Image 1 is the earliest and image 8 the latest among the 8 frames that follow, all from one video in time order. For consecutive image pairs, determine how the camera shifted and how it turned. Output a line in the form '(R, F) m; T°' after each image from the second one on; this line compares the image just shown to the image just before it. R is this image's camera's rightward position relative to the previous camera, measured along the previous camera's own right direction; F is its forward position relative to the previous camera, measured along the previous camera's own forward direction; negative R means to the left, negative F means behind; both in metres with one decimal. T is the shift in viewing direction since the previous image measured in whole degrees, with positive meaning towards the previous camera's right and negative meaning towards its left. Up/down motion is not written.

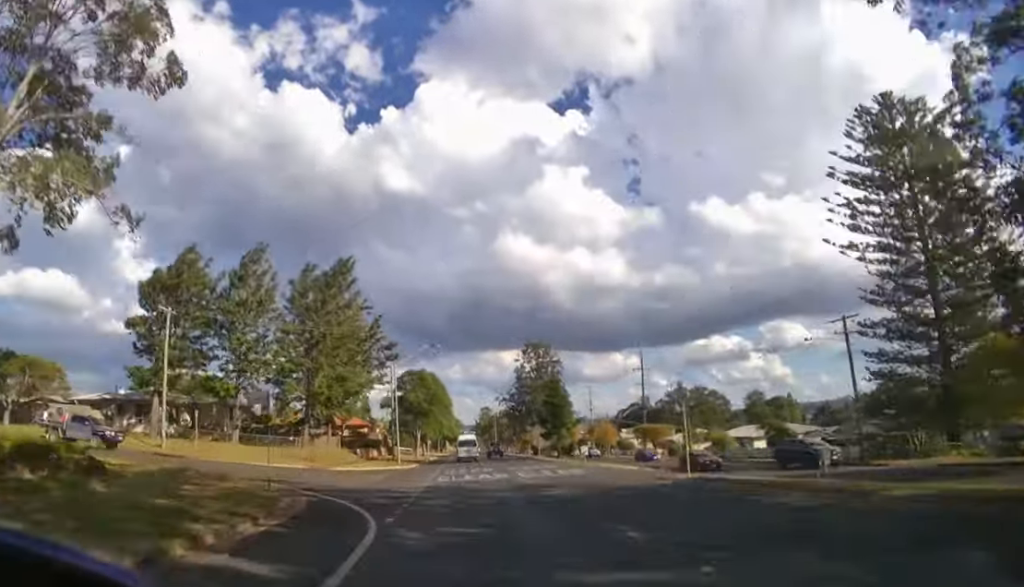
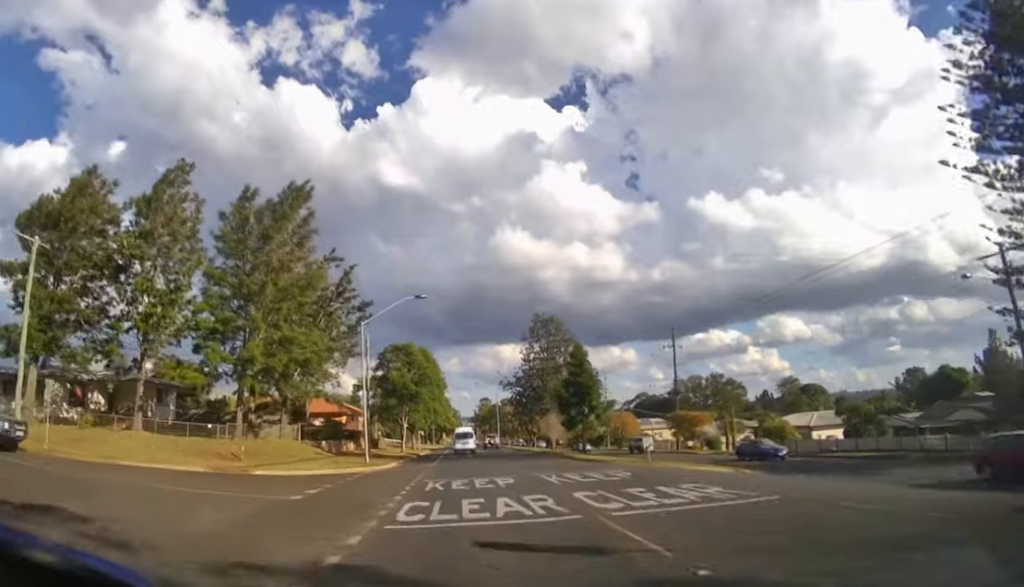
(0.0, +11.9) m; 0°
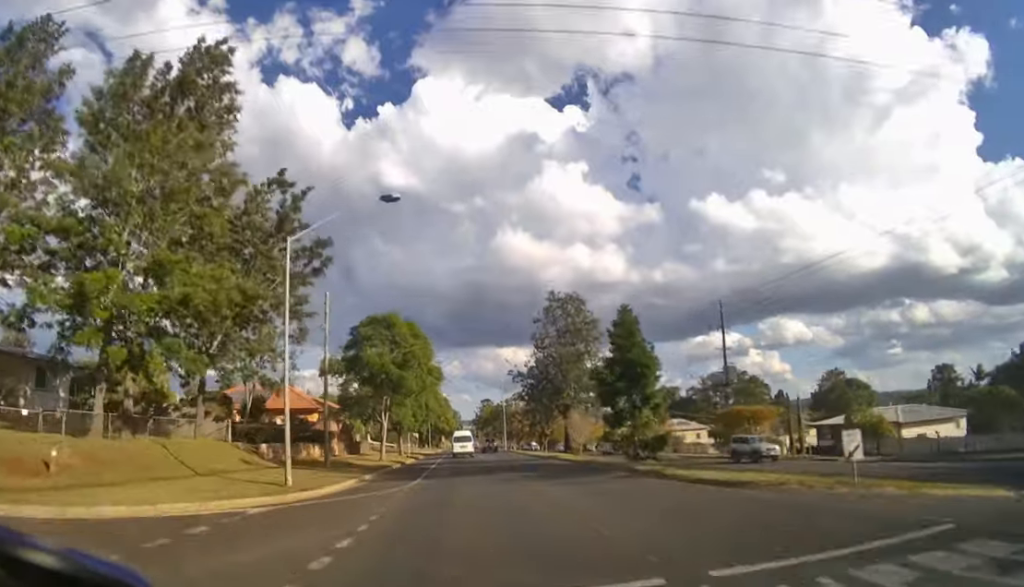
(0.0, +12.6) m; 0°
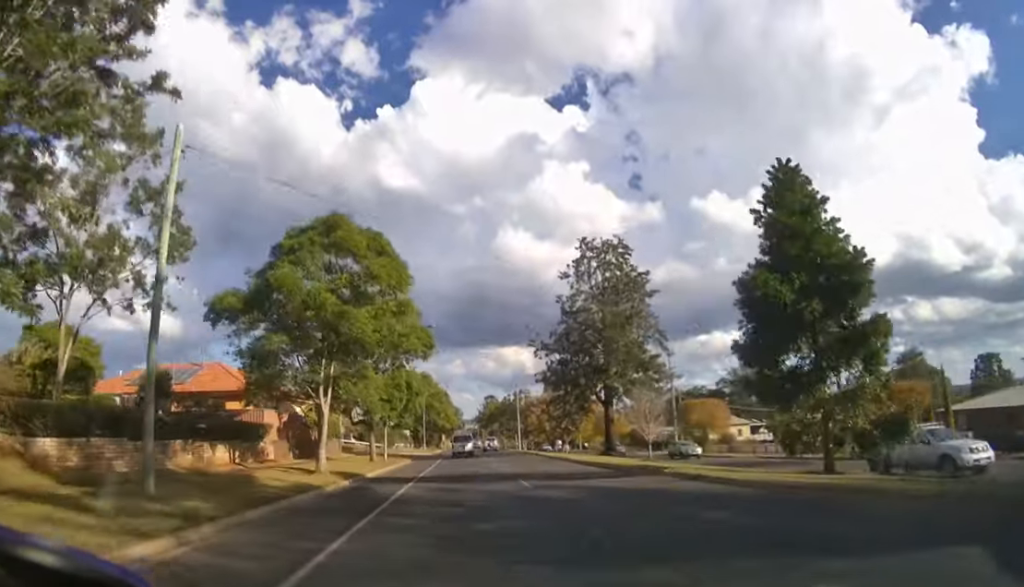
(-0.1, +17.3) m; 0°
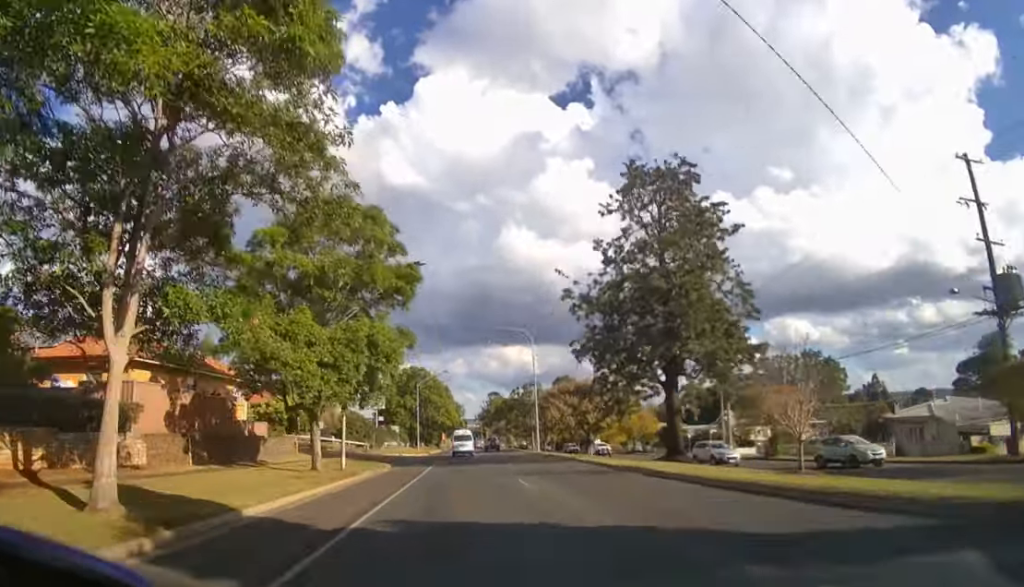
(0.0, +13.9) m; 0°
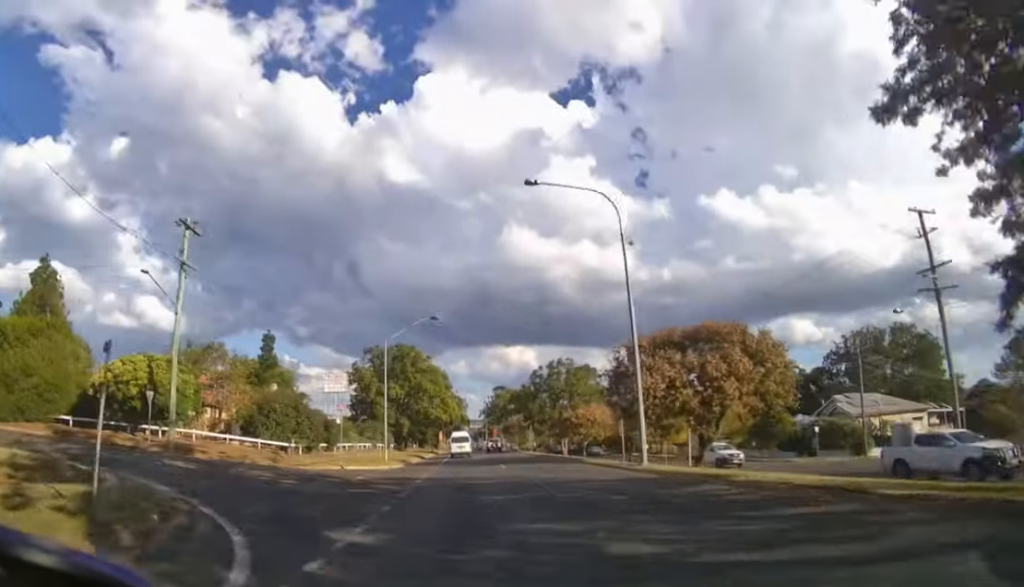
(-0.1, +26.6) m; -1°
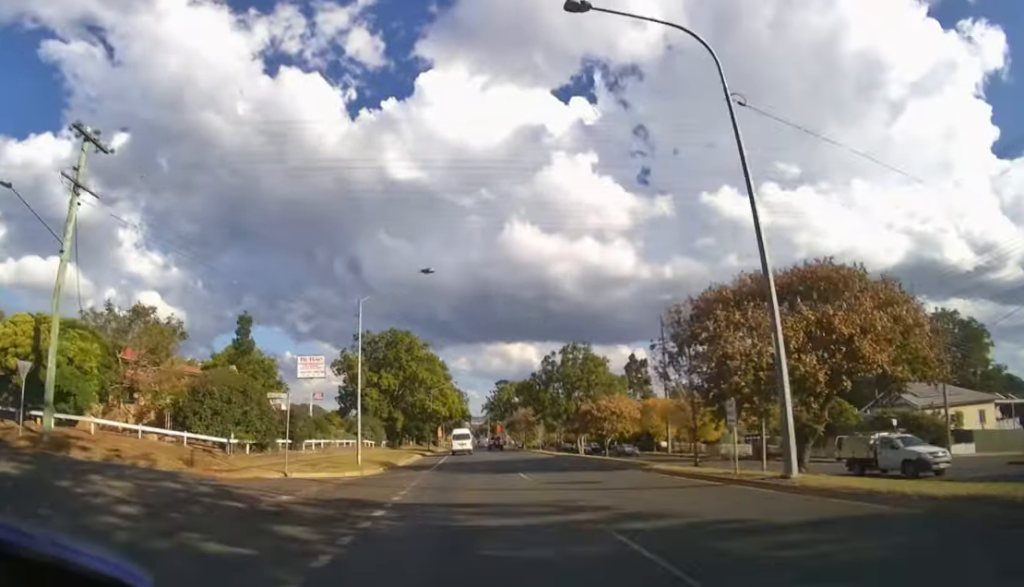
(0.0, +7.9) m; 0°
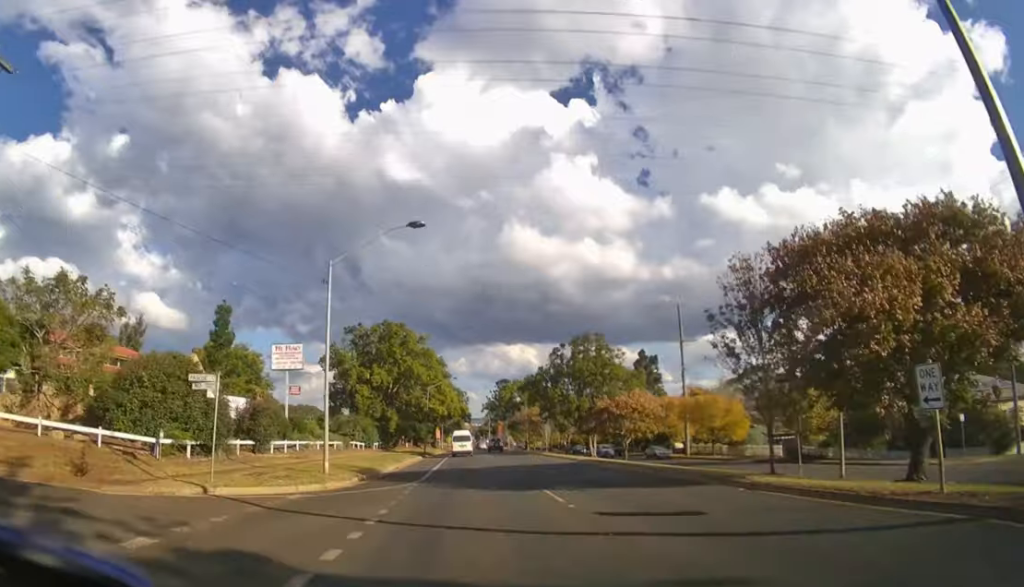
(0.0, +5.0) m; 0°
